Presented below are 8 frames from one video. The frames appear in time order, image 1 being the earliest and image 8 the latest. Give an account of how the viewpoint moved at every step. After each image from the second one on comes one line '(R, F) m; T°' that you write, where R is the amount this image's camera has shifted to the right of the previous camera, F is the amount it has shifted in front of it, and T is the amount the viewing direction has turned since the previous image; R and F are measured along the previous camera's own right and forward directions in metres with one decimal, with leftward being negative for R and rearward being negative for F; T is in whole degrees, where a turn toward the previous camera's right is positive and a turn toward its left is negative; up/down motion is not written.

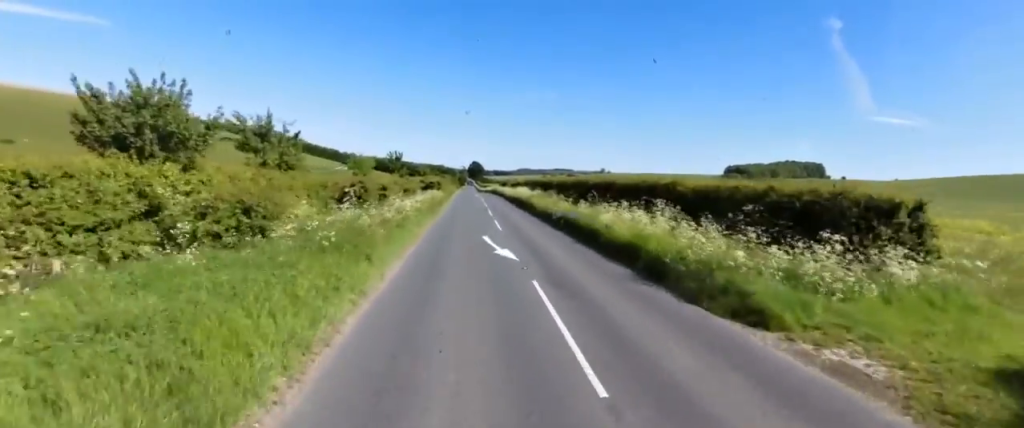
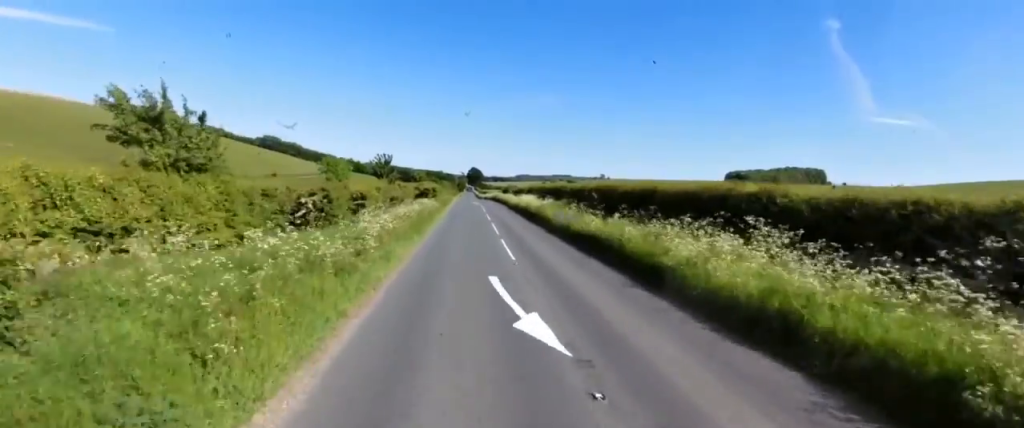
(+0.1, +7.4) m; 0°
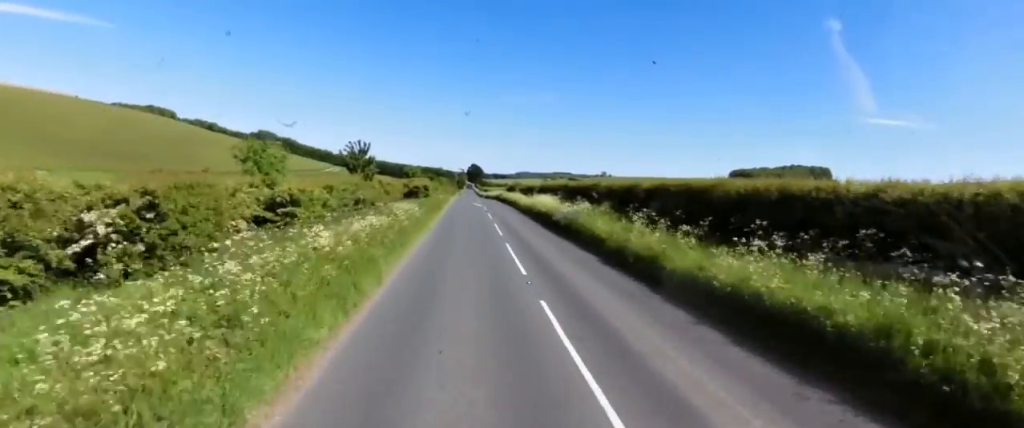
(0.0, +11.9) m; -1°
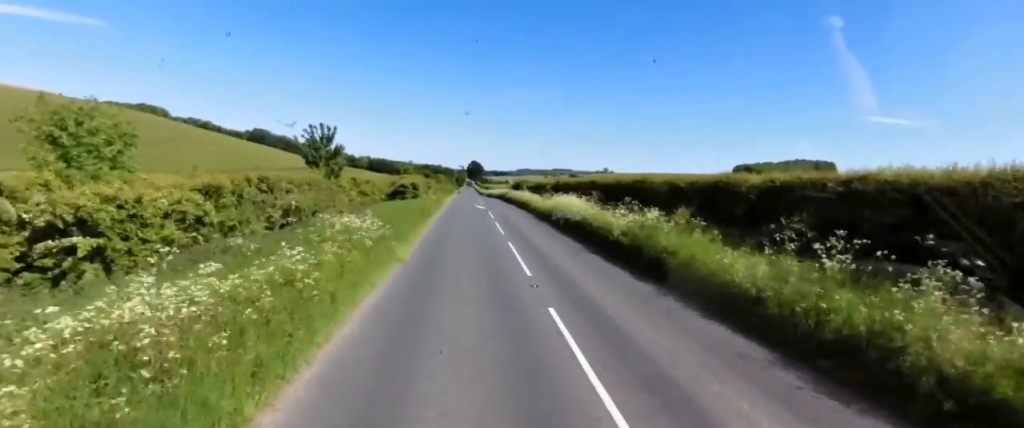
(-0.1, +10.1) m; -2°
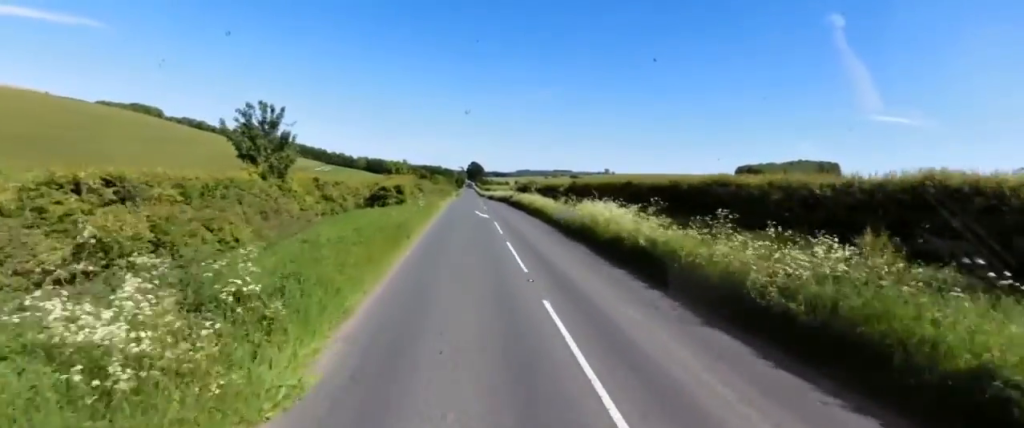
(-0.4, +8.6) m; 0°
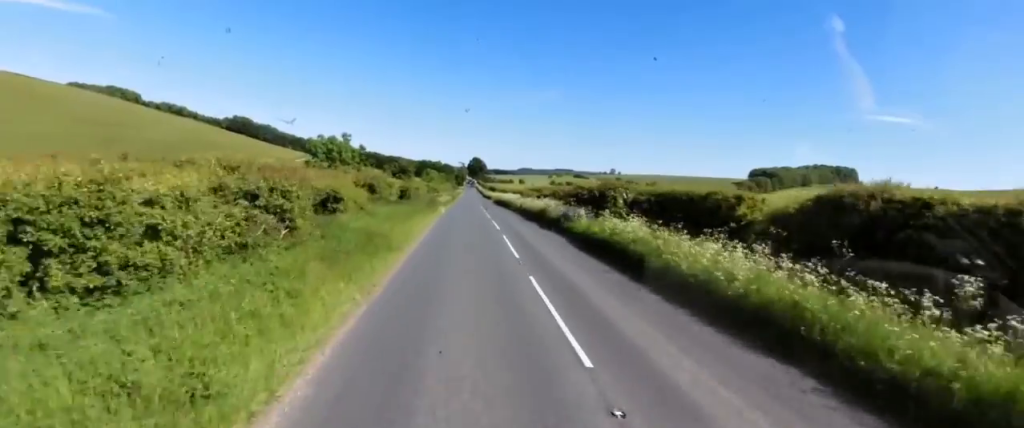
(+0.3, +32.7) m; -1°
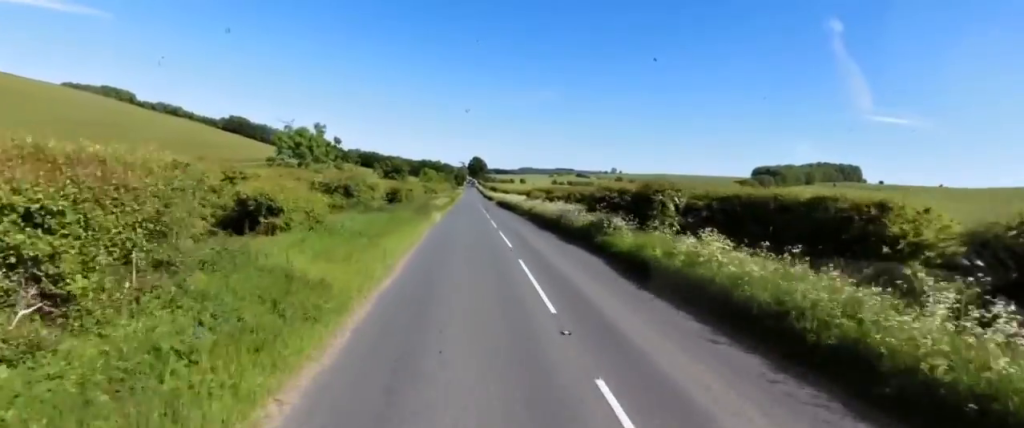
(+0.2, +6.0) m; -1°
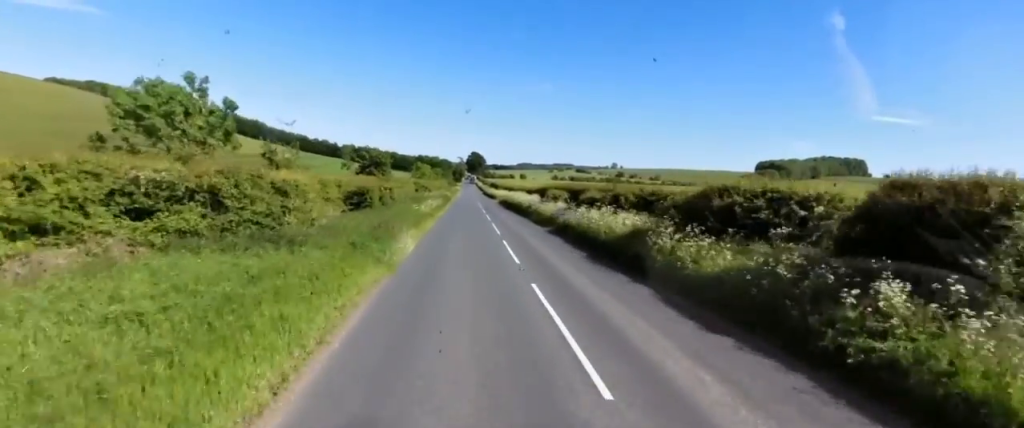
(-0.7, +11.8) m; +1°
